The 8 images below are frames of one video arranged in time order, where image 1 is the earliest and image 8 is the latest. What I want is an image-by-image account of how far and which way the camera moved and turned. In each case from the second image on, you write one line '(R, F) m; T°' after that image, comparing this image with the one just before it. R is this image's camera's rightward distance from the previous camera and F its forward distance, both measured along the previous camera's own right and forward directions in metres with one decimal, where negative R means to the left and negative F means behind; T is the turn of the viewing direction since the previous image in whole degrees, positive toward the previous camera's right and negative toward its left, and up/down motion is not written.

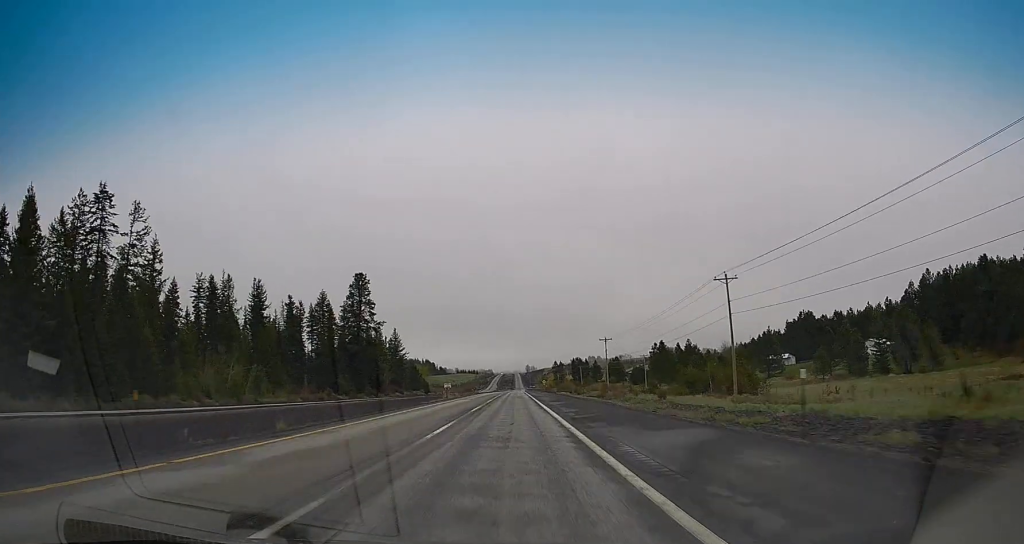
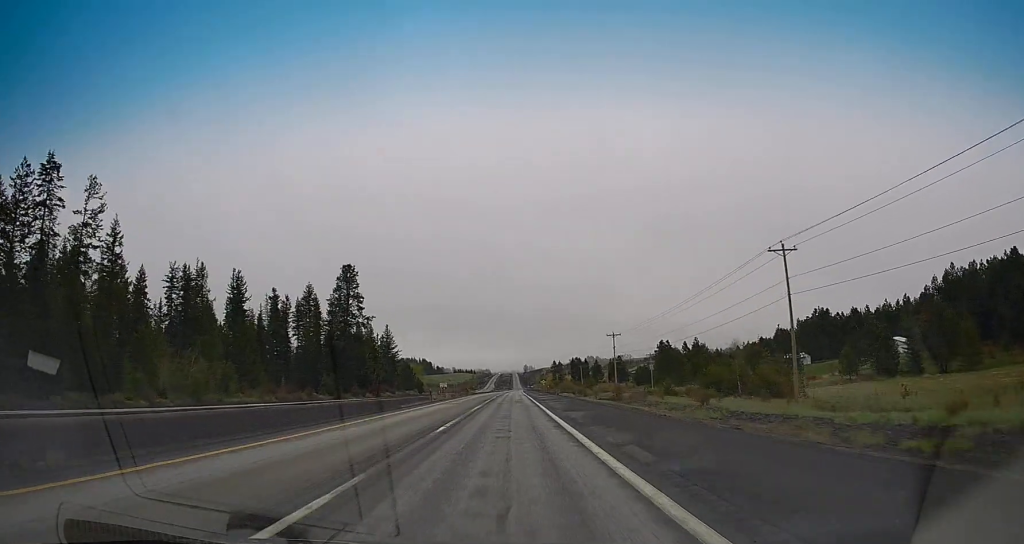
(-0.1, +13.6) m; 0°
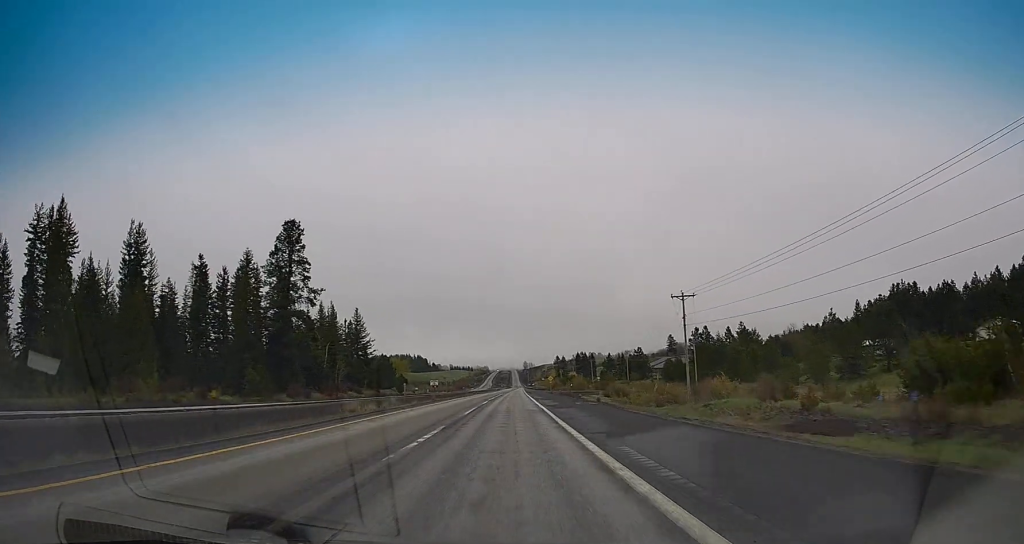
(+0.6, +51.8) m; +1°
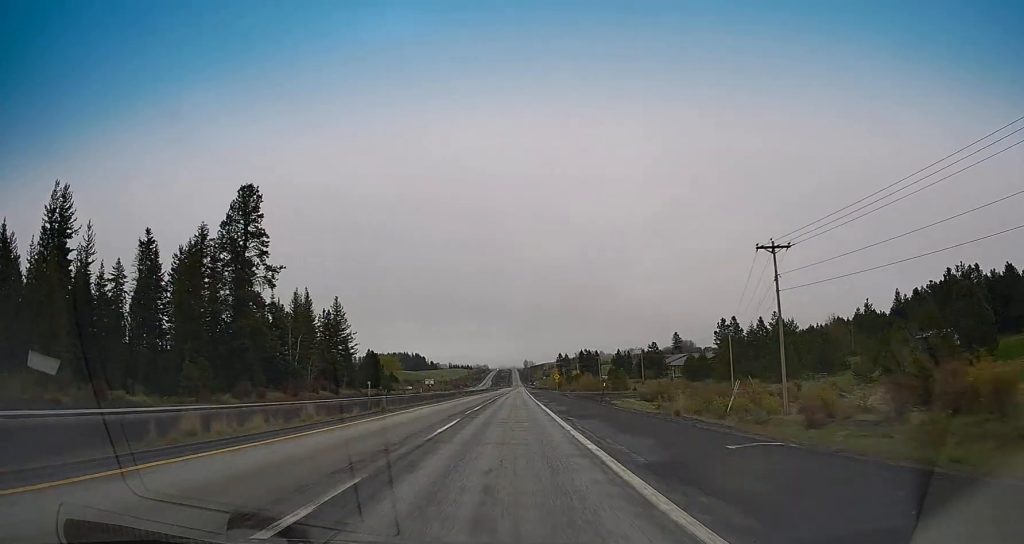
(+0.3, +26.5) m; 0°
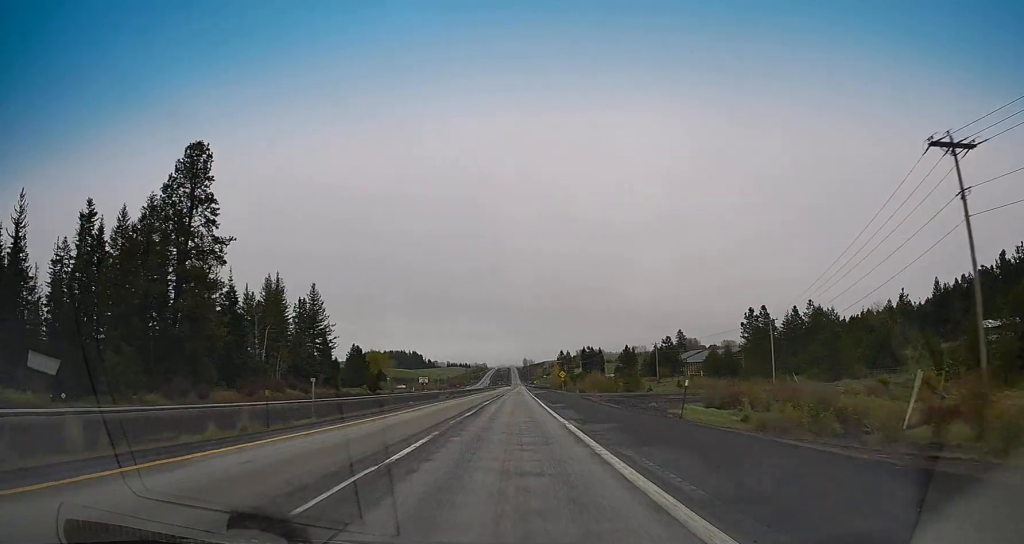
(-0.1, +22.6) m; 0°
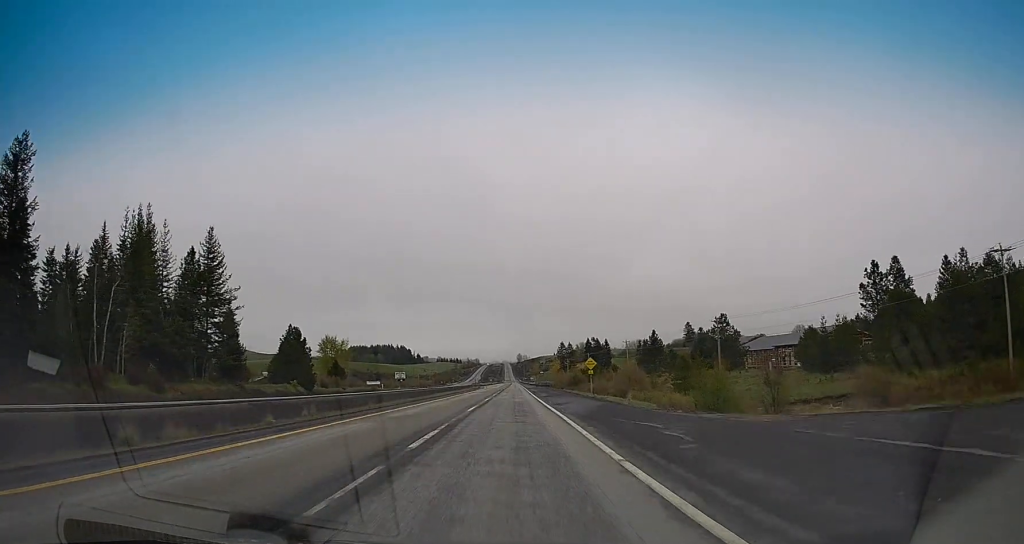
(+0.2, +60.9) m; 0°
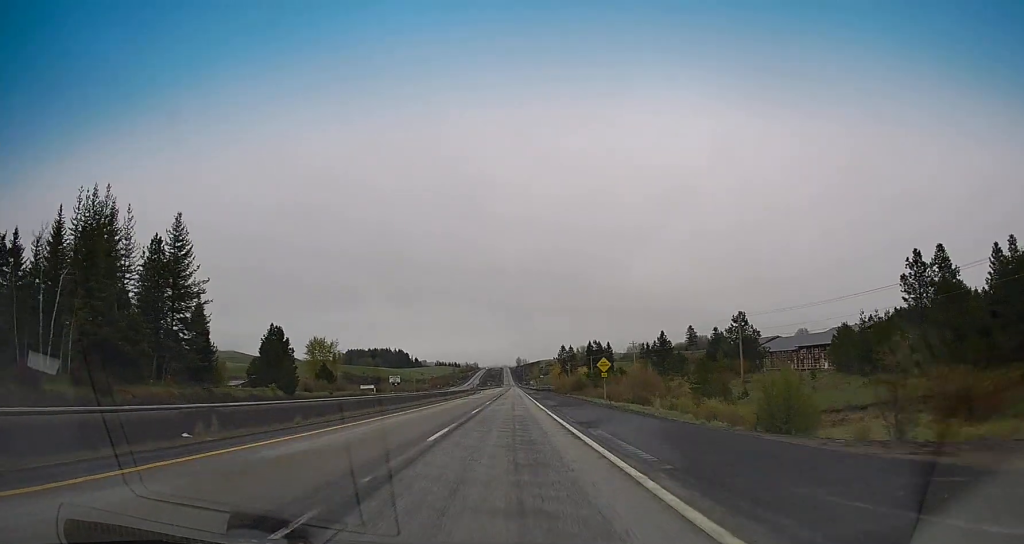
(+0.2, +12.8) m; 0°
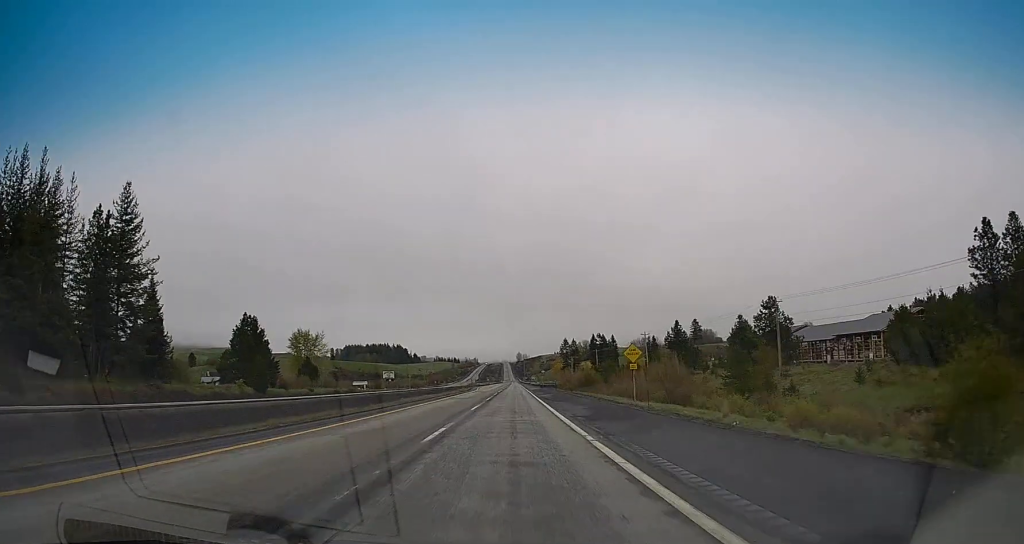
(-0.3, +16.7) m; 0°
